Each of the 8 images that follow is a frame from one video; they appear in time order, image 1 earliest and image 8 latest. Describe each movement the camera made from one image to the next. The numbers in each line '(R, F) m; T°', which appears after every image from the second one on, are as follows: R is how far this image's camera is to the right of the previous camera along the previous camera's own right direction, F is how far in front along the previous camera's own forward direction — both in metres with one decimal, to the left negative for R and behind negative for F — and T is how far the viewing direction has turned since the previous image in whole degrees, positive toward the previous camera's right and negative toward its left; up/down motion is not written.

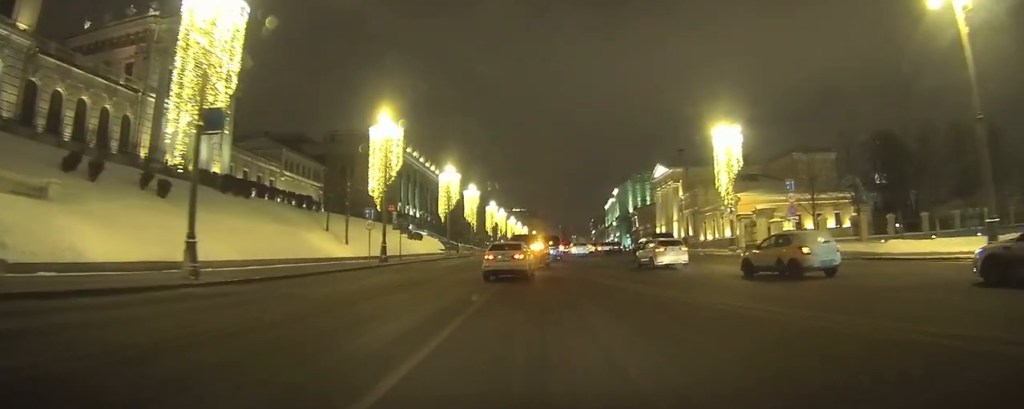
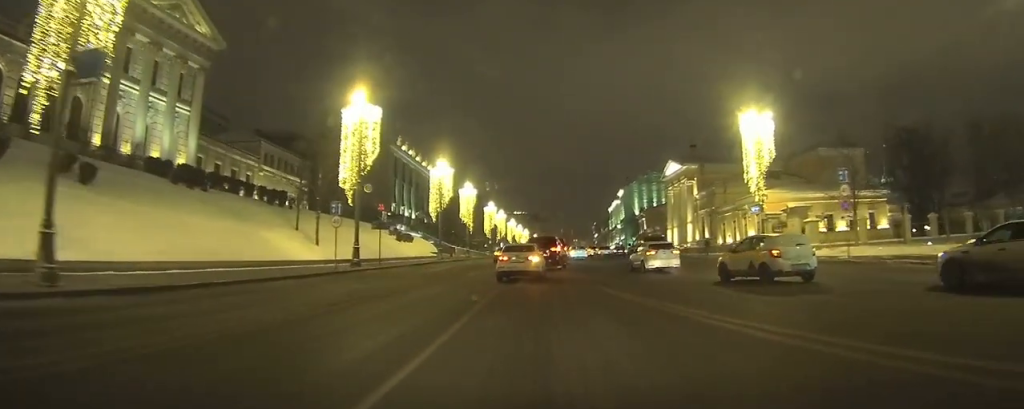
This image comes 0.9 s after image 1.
(0.0, +5.9) m; 0°
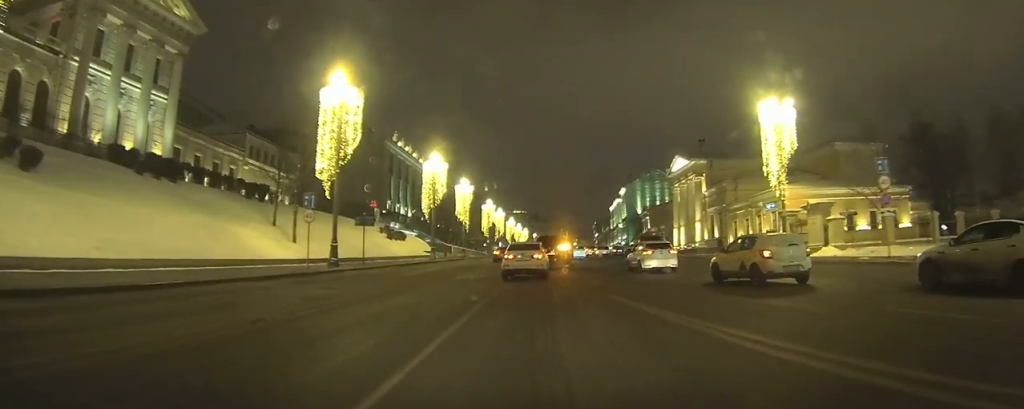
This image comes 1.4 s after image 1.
(0.0, +3.1) m; 0°
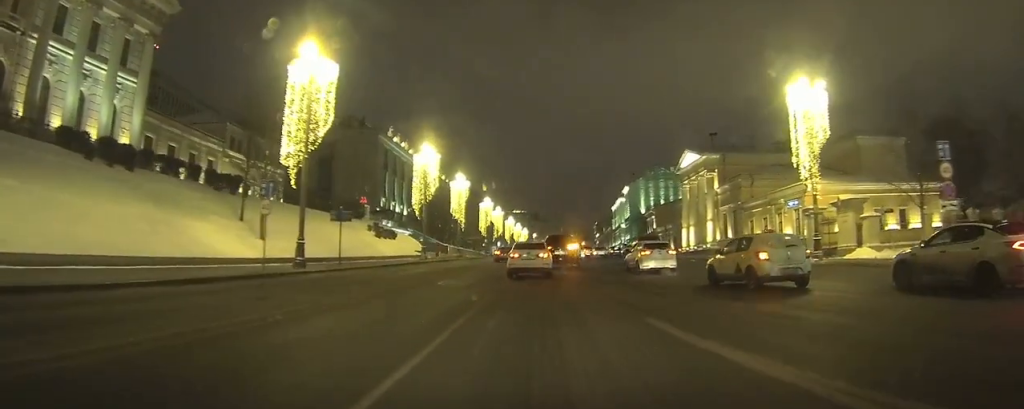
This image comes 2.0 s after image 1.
(0.0, +3.4) m; 0°
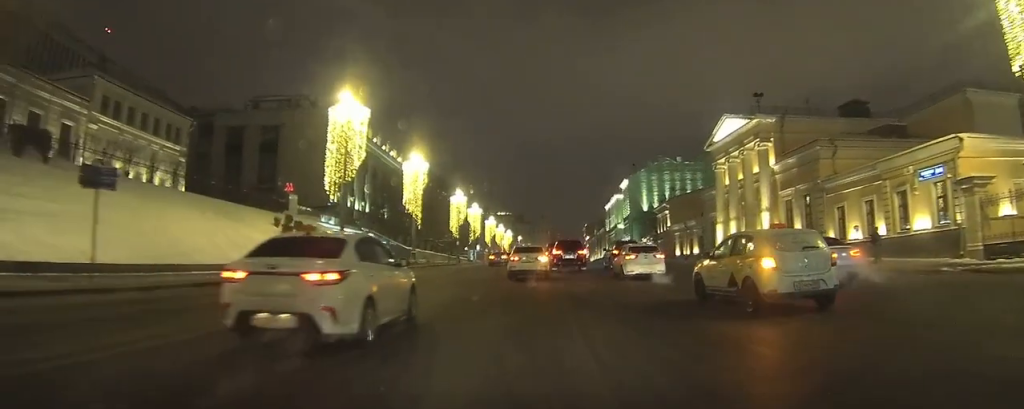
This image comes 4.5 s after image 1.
(+0.2, +15.4) m; +2°
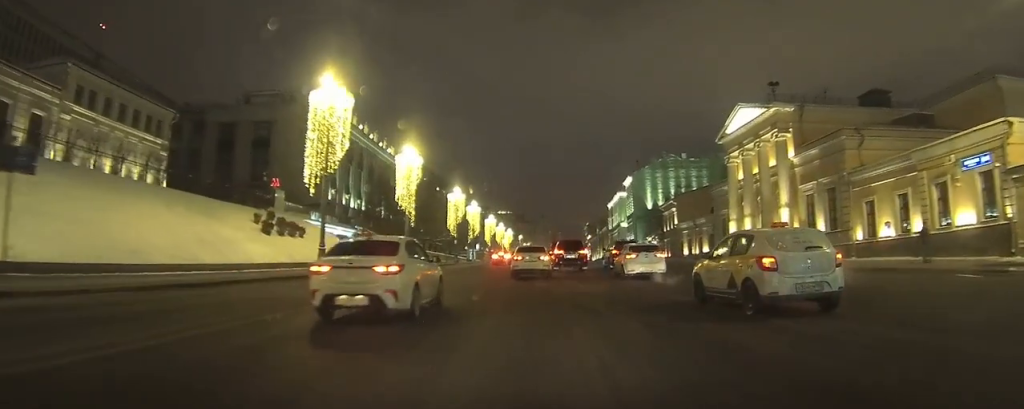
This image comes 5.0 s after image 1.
(0.0, +3.2) m; +1°
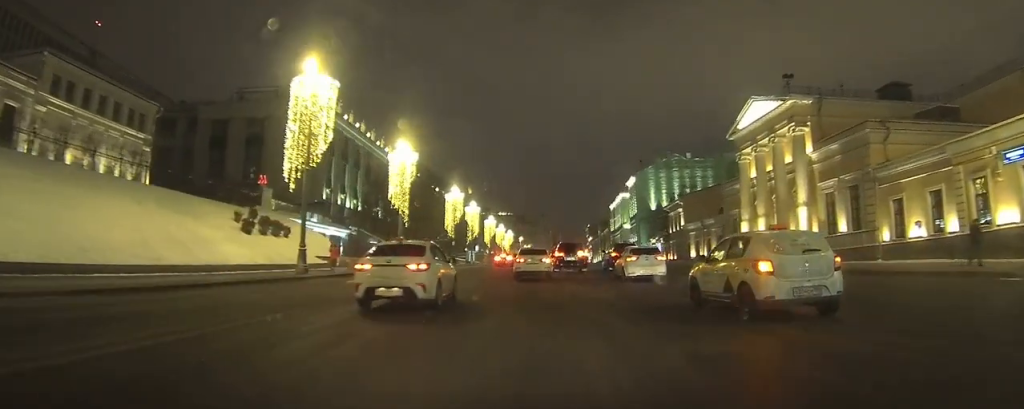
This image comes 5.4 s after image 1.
(0.0, +2.8) m; 0°
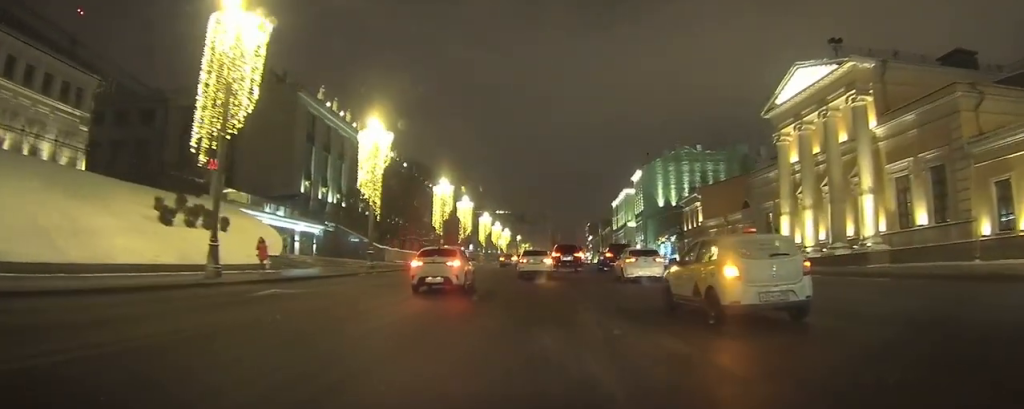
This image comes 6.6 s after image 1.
(+0.1, +8.5) m; 0°
